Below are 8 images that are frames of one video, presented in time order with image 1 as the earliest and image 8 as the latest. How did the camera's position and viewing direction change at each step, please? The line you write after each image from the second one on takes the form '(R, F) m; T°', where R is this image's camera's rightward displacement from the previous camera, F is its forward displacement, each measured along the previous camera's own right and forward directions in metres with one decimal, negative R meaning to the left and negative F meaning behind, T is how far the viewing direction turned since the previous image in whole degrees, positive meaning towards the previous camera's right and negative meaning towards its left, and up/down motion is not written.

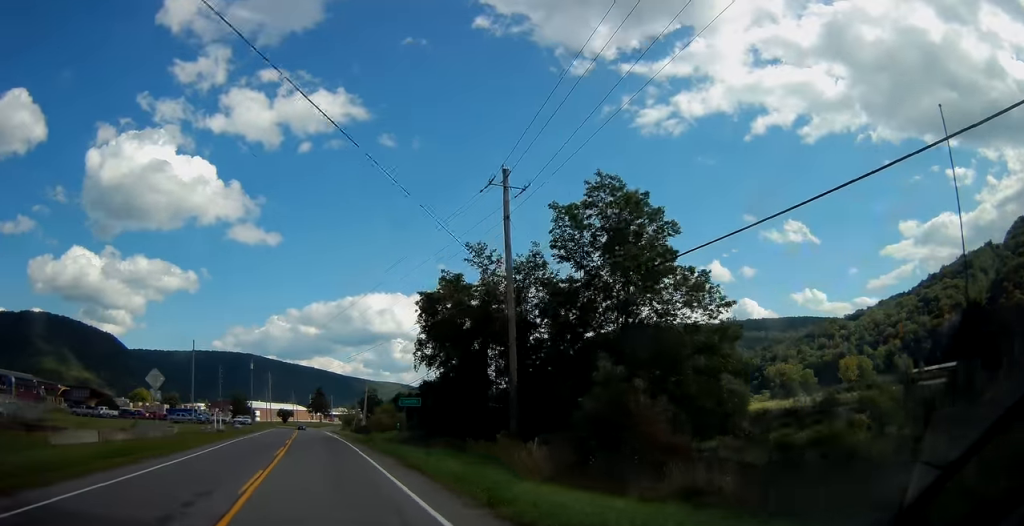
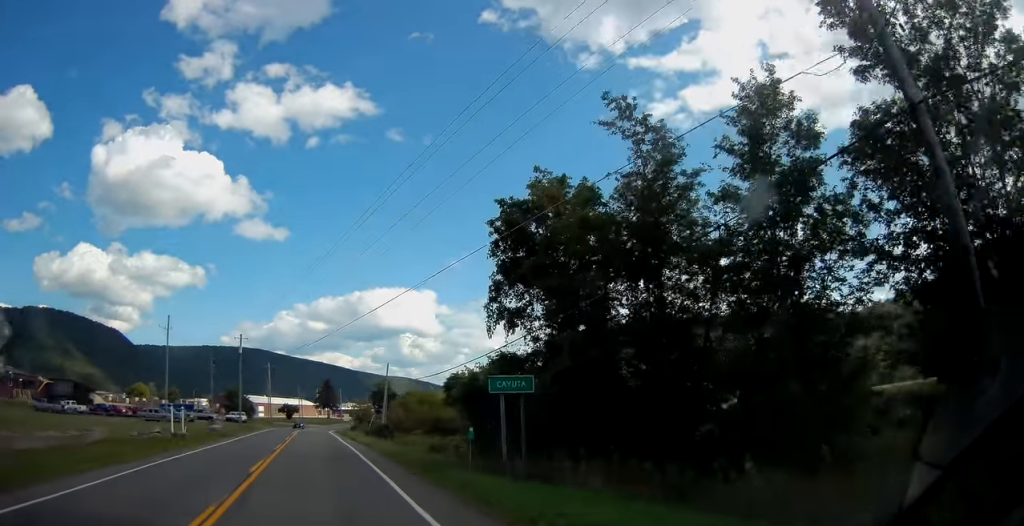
(-0.1, +18.2) m; 0°
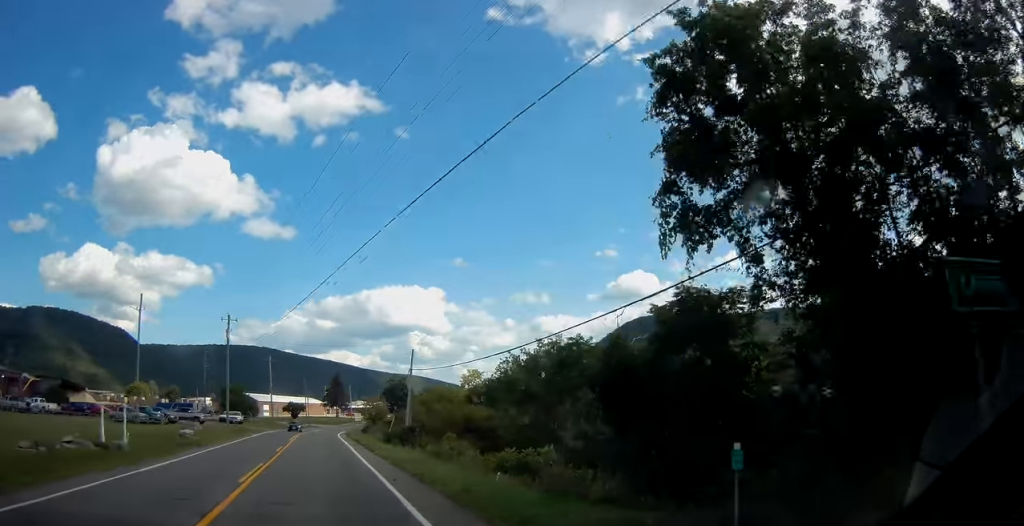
(0.0, +14.1) m; 0°
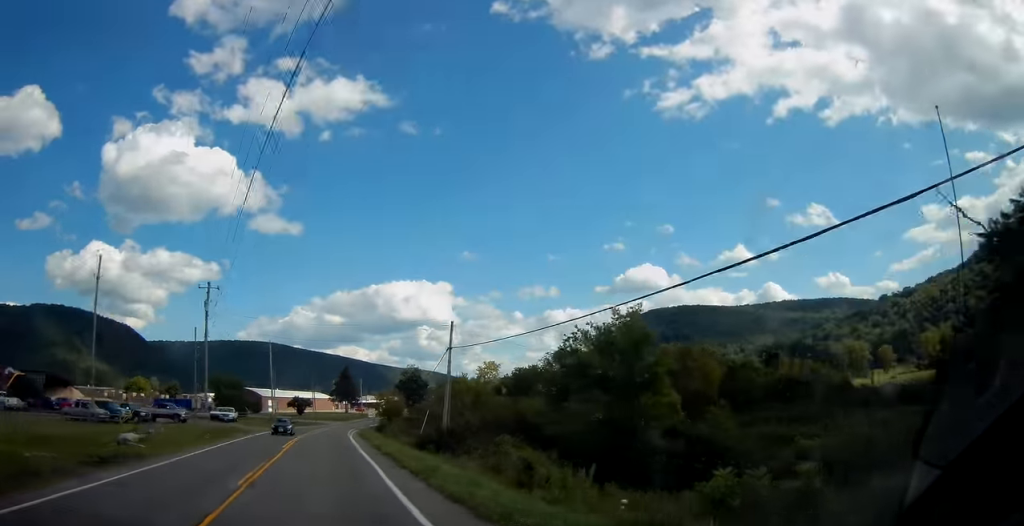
(0.0, +13.7) m; 0°
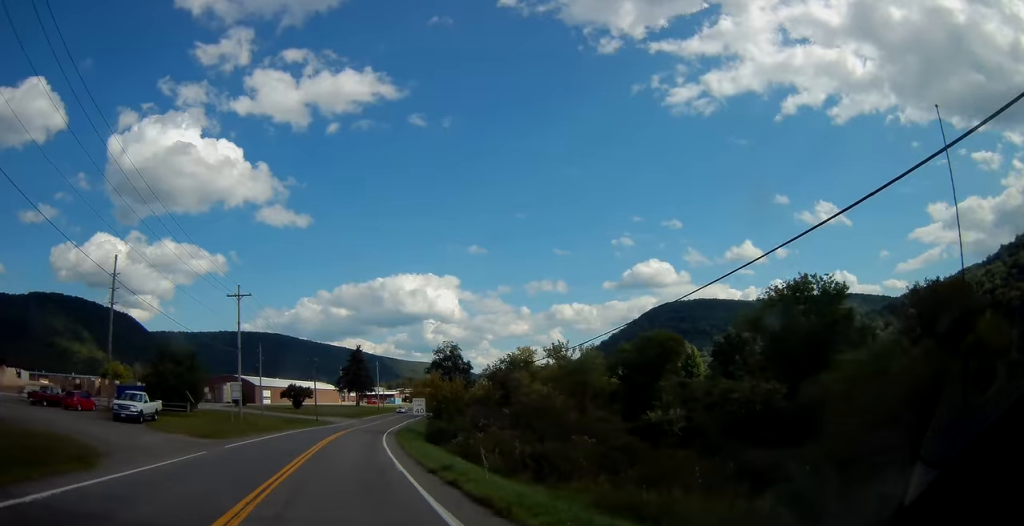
(-0.8, +39.2) m; -2°
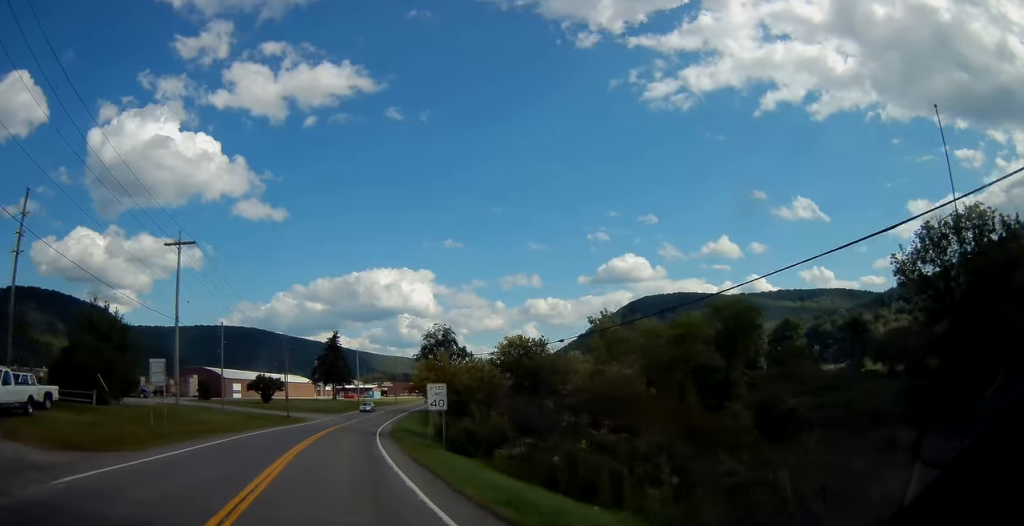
(-0.1, +15.1) m; +1°
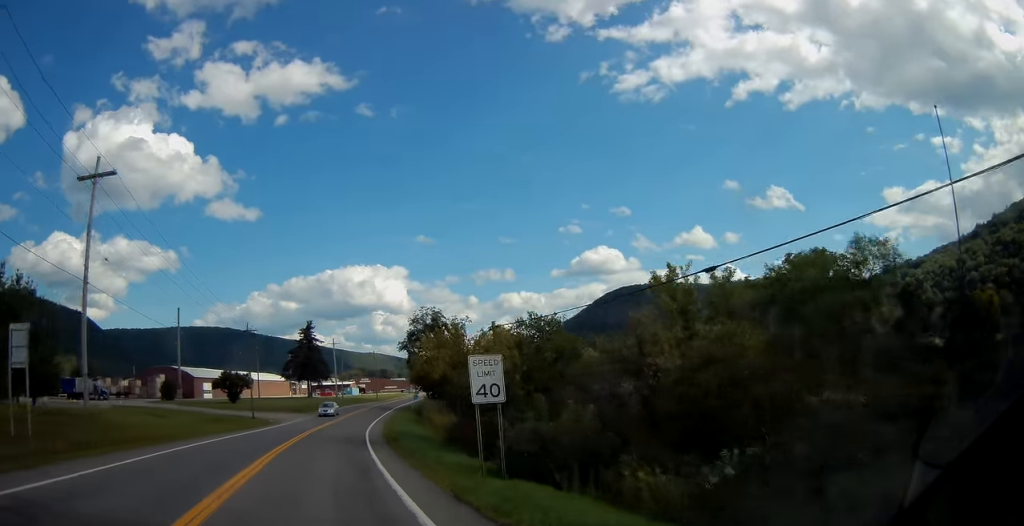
(0.0, +12.1) m; +1°
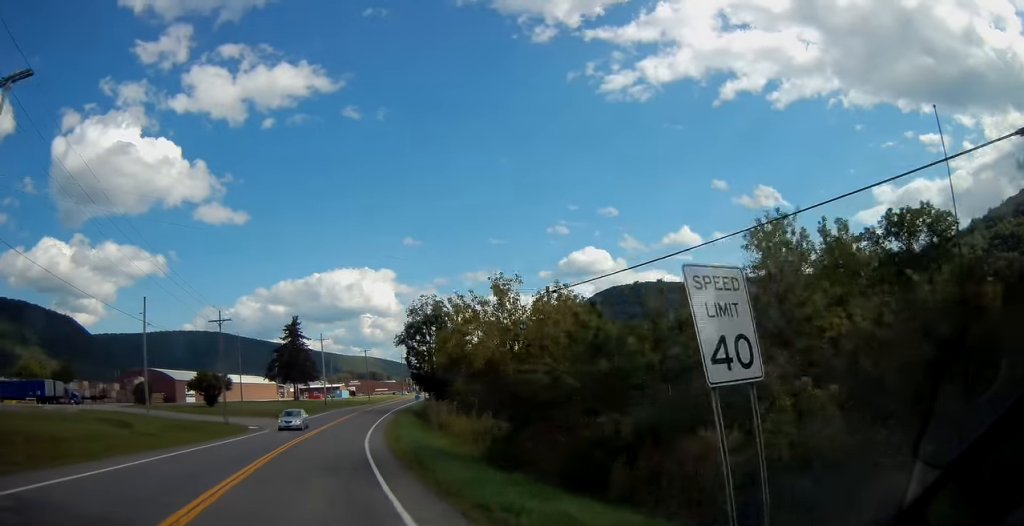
(+0.2, +9.9) m; +1°
